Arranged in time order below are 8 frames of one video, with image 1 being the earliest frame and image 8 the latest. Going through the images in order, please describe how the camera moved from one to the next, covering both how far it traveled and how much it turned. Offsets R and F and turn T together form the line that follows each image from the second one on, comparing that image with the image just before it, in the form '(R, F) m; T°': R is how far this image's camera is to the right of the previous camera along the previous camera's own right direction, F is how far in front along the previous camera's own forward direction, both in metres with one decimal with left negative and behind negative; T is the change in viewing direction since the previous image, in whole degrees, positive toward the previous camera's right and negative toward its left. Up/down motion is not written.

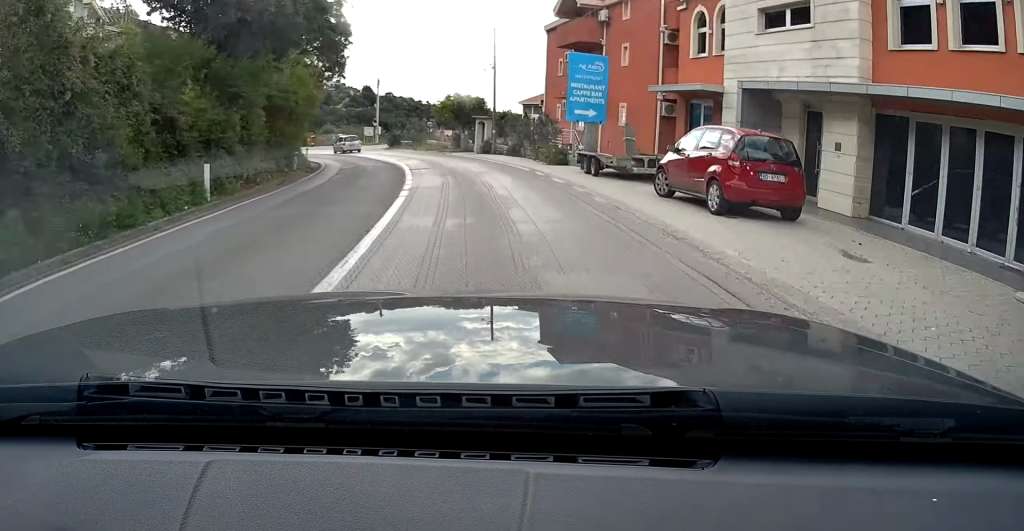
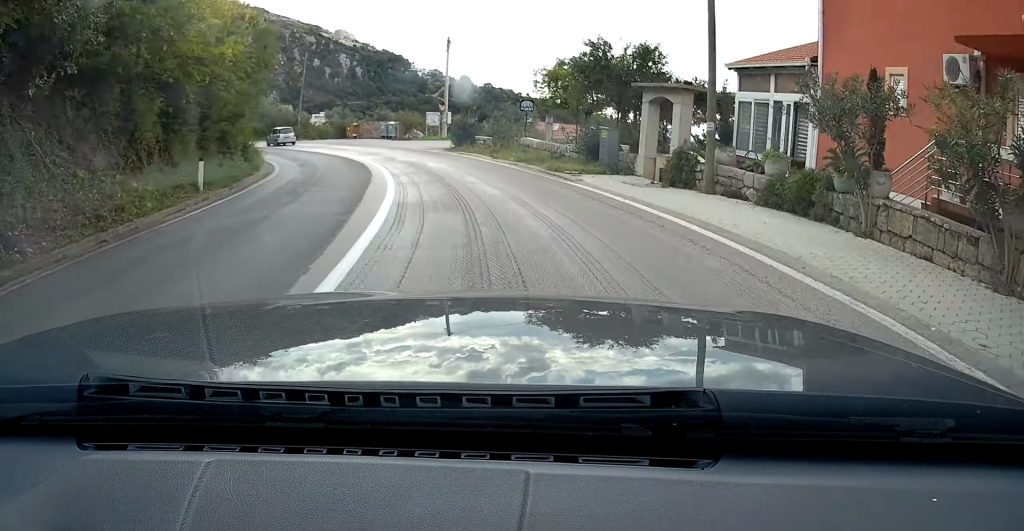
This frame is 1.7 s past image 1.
(-1.6, +27.1) m; -9°
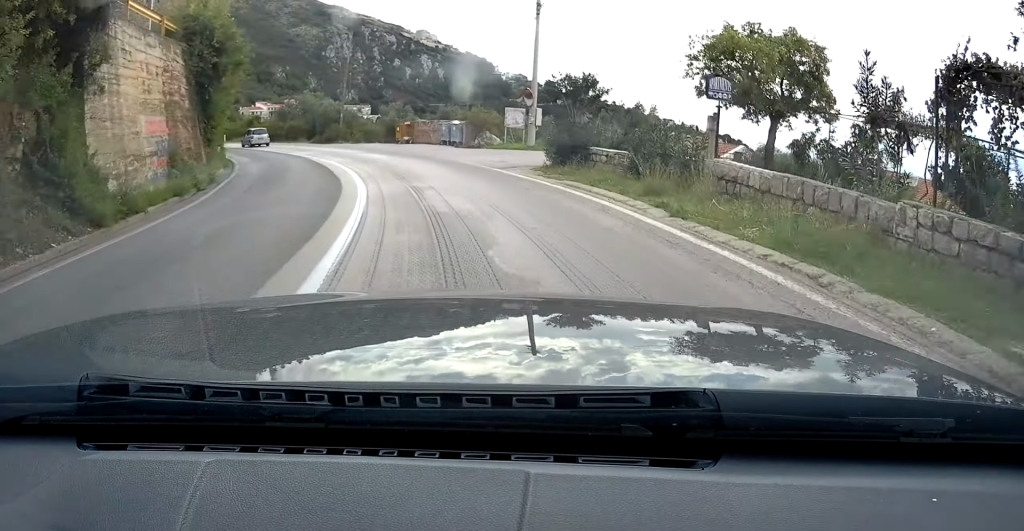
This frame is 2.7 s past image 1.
(-0.1, +15.1) m; -6°
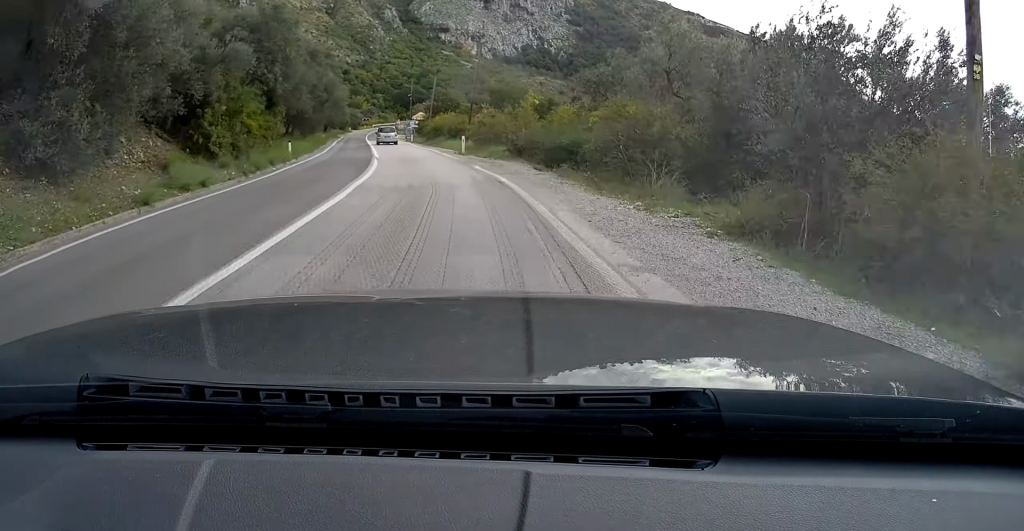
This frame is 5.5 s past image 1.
(-10.8, +44.5) m; -25°
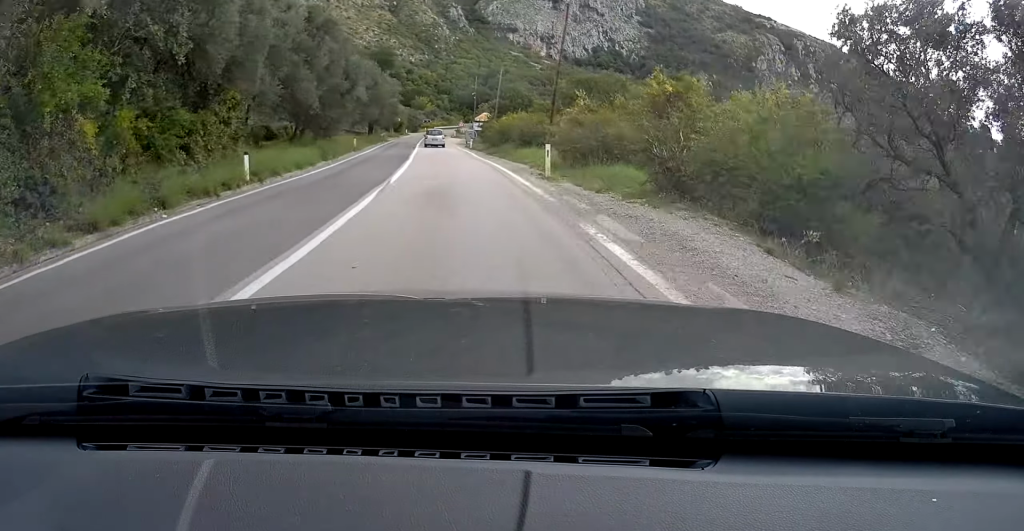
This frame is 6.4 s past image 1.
(-0.2, +13.7) m; -7°
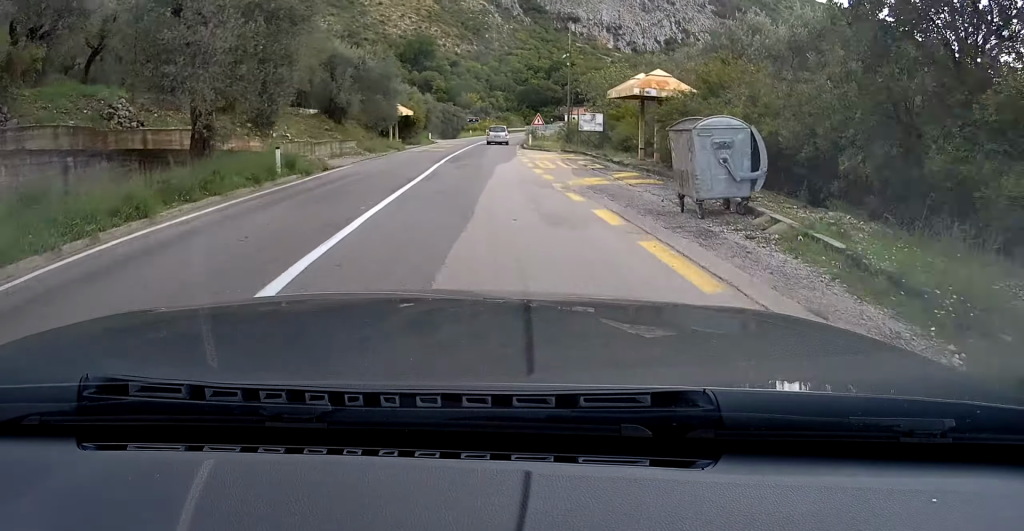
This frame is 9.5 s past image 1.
(-6.7, +53.3) m; -8°
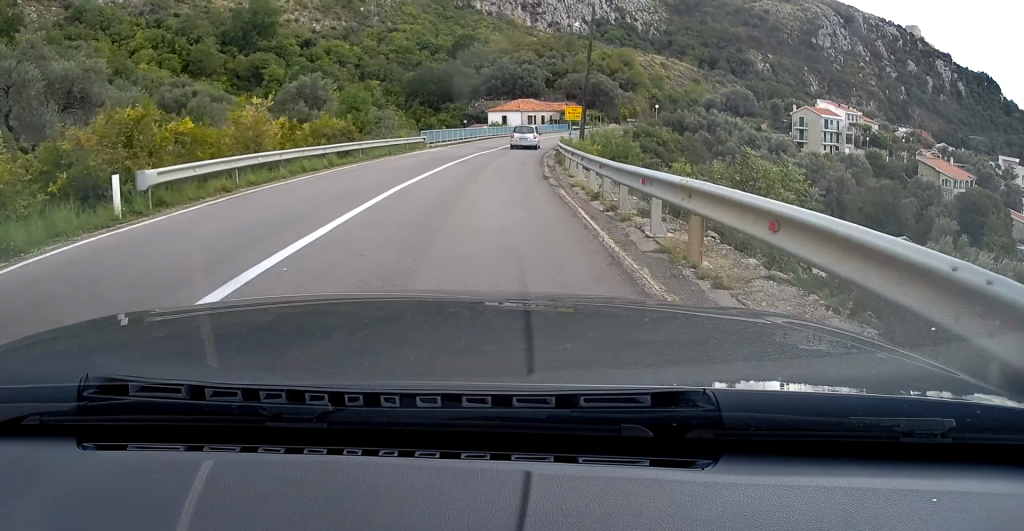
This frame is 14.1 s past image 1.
(+2.6, +82.2) m; +7°
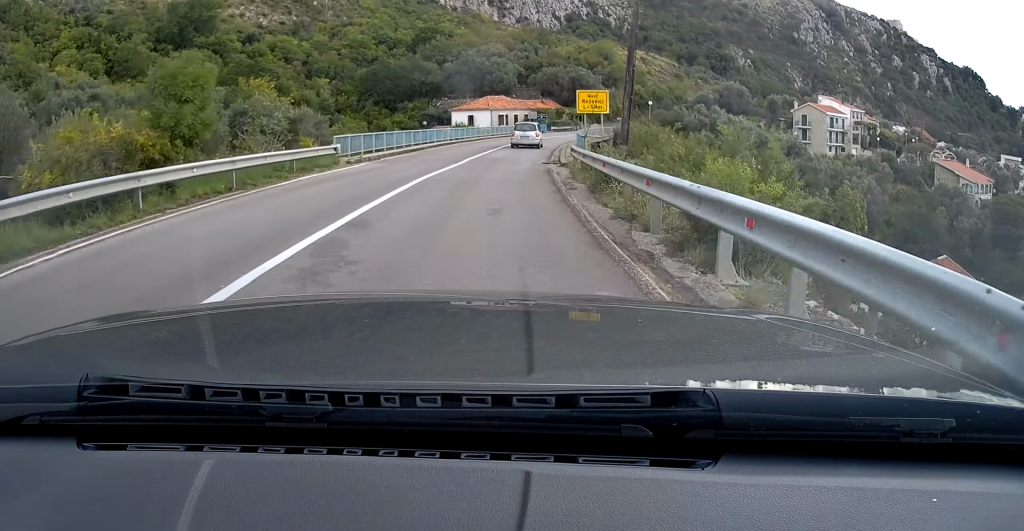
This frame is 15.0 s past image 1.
(+0.6, +16.1) m; +3°
